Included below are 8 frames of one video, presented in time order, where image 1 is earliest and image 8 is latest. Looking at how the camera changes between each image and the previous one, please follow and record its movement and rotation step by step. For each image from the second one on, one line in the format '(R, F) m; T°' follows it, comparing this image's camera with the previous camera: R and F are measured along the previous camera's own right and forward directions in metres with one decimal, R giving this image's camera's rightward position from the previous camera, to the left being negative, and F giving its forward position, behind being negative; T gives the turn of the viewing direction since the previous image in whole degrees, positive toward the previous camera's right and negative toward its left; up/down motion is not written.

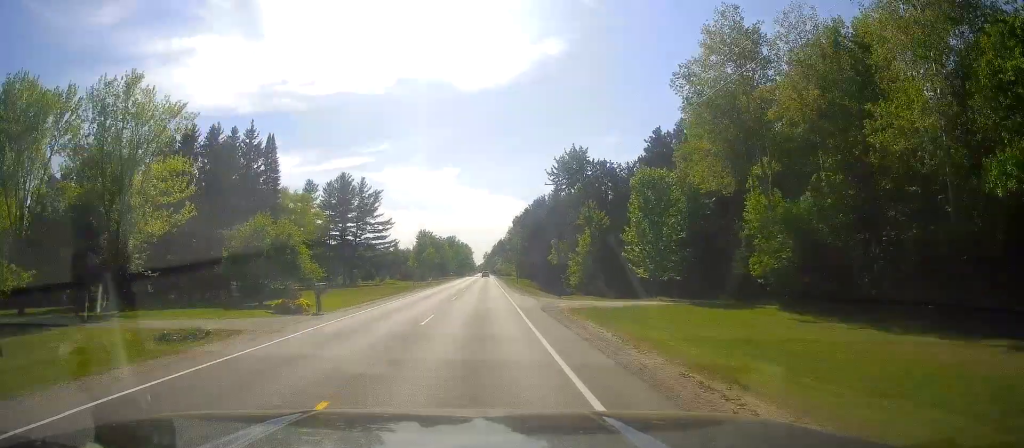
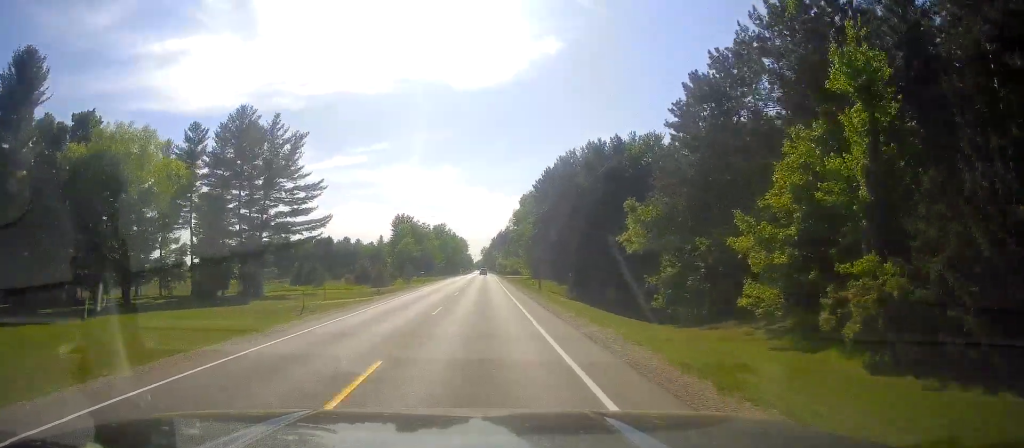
(+0.1, +56.7) m; +1°
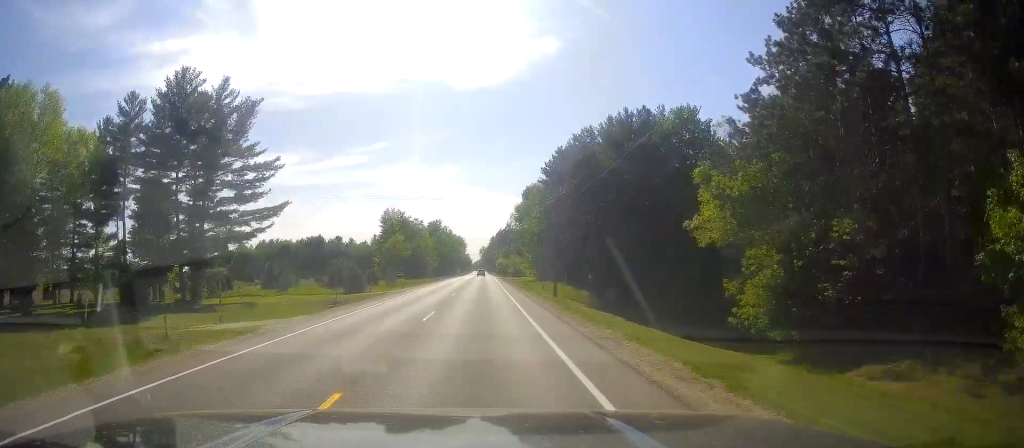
(+0.3, +17.2) m; +1°
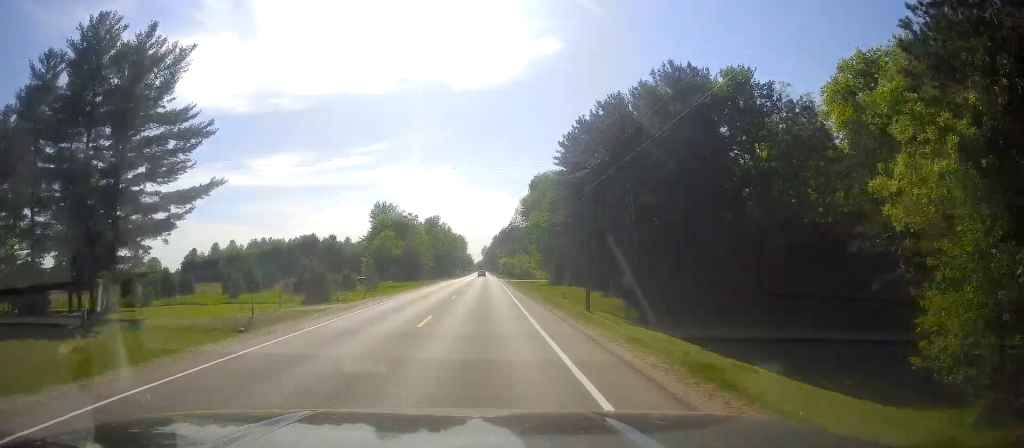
(+0.1, +17.5) m; 0°
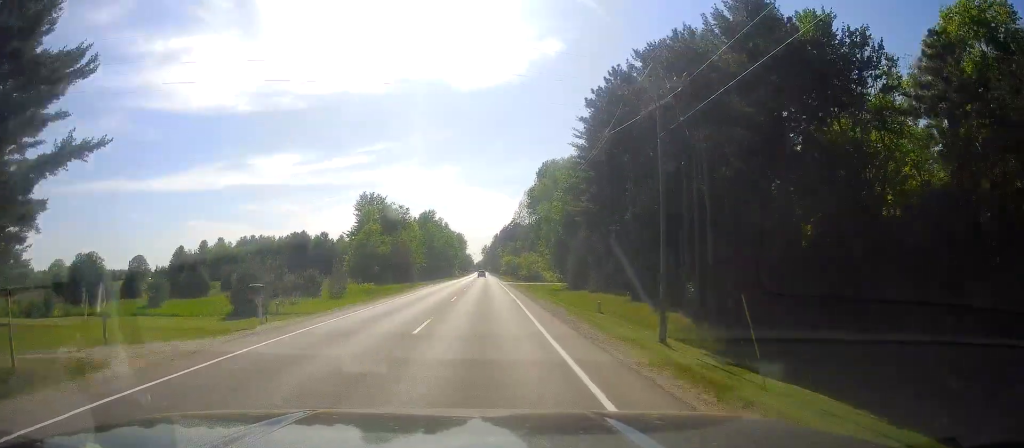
(0.0, +17.5) m; -1°
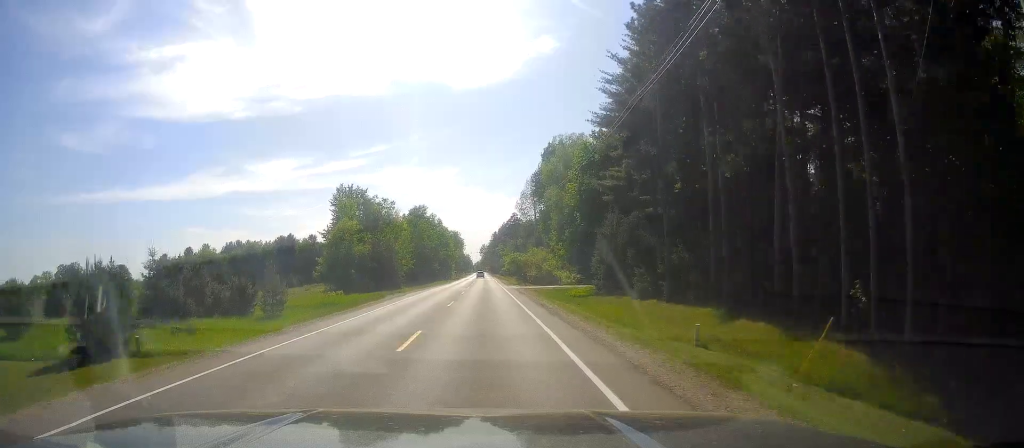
(-0.4, +18.1) m; 0°
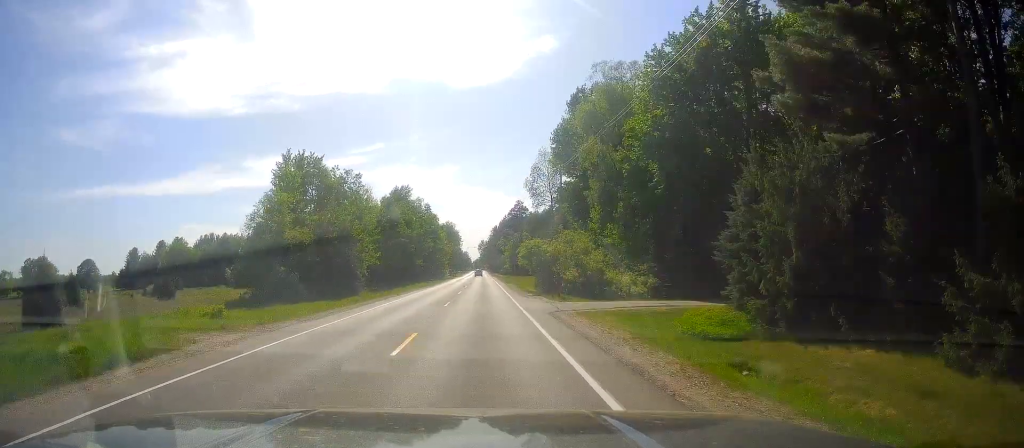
(+0.4, +30.9) m; 0°
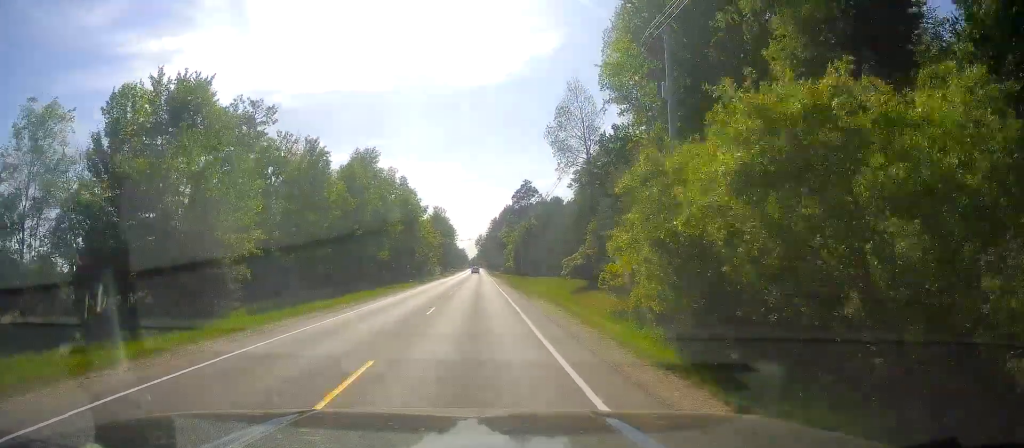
(-0.3, +35.1) m; 0°
